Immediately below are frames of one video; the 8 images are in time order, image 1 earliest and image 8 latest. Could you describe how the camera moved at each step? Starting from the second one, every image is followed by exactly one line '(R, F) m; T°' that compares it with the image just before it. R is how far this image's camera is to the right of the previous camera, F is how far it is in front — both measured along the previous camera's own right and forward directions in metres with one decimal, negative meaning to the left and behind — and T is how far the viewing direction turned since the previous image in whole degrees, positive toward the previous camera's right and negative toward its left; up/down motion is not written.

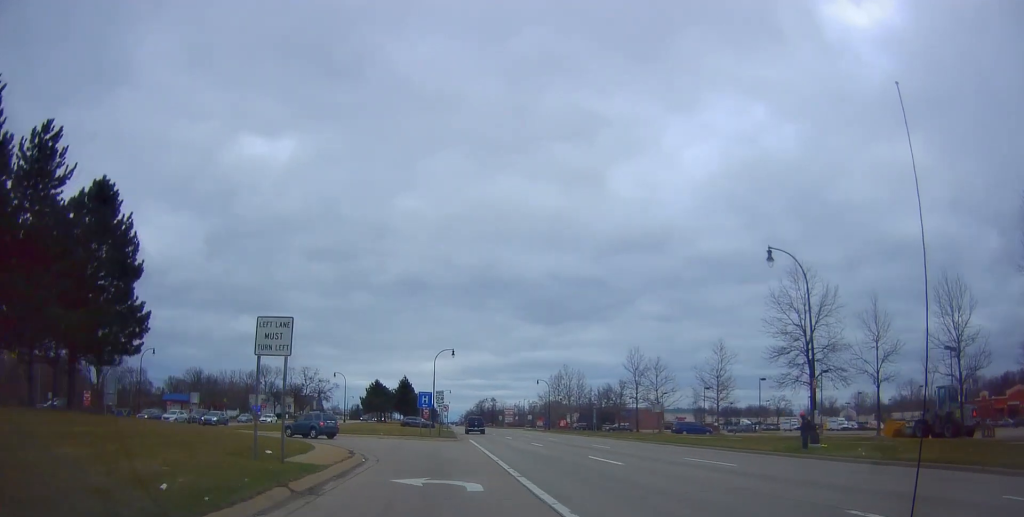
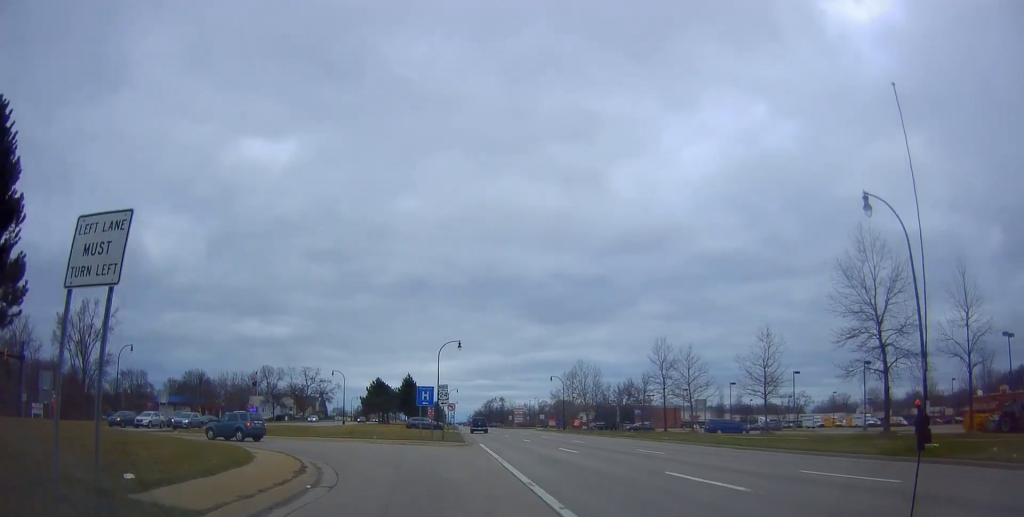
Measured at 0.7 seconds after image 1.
(+0.2, +7.8) m; +1°
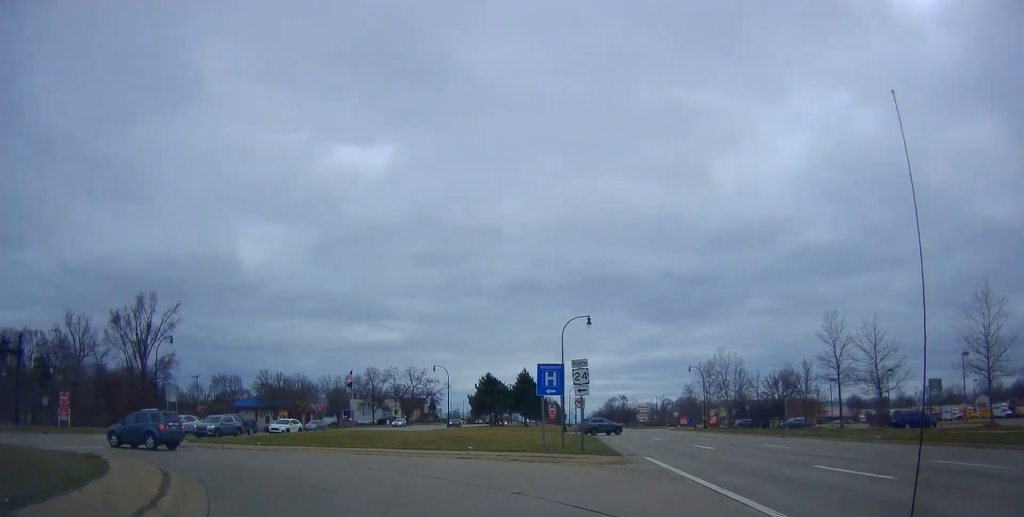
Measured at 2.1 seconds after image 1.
(0.0, +15.6) m; -6°
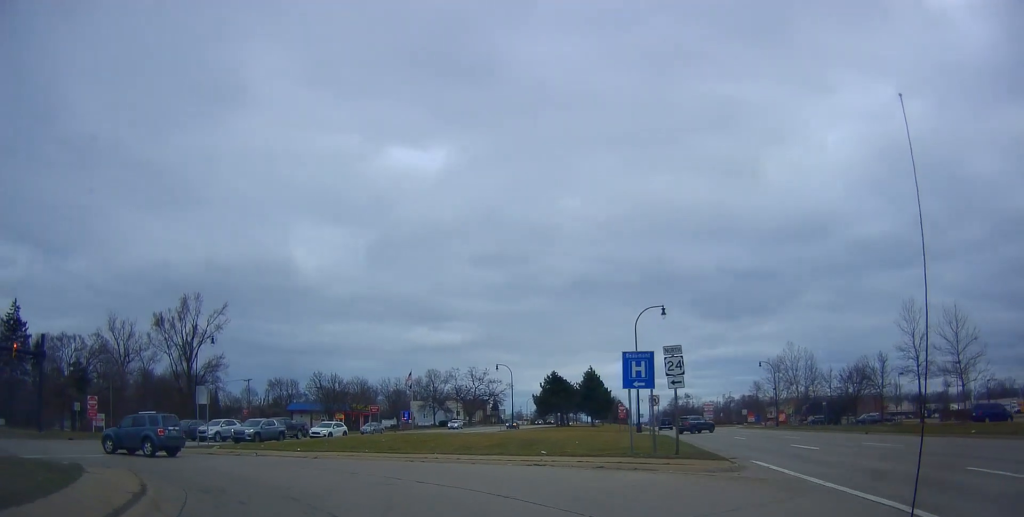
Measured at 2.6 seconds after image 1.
(-0.2, +4.4) m; -3°
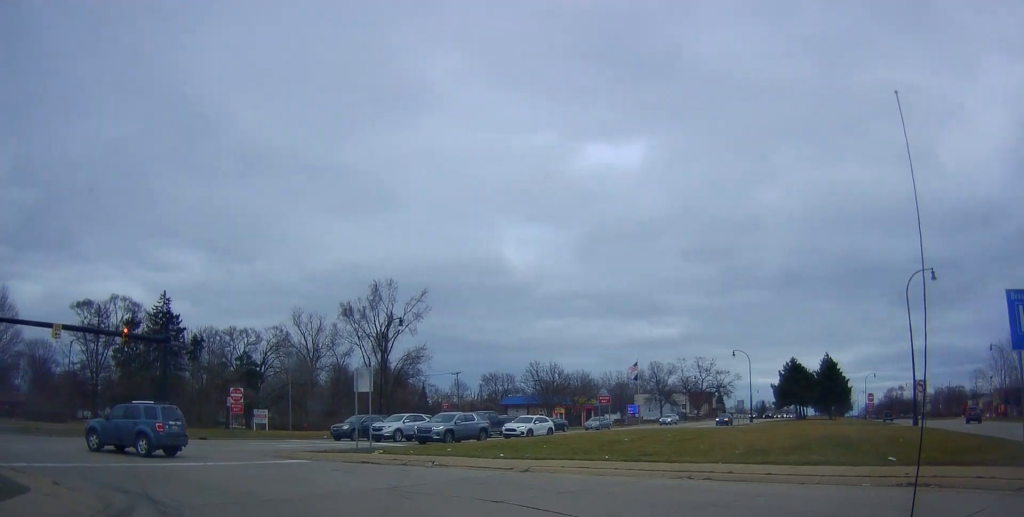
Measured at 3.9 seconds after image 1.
(-0.7, +12.0) m; -4°
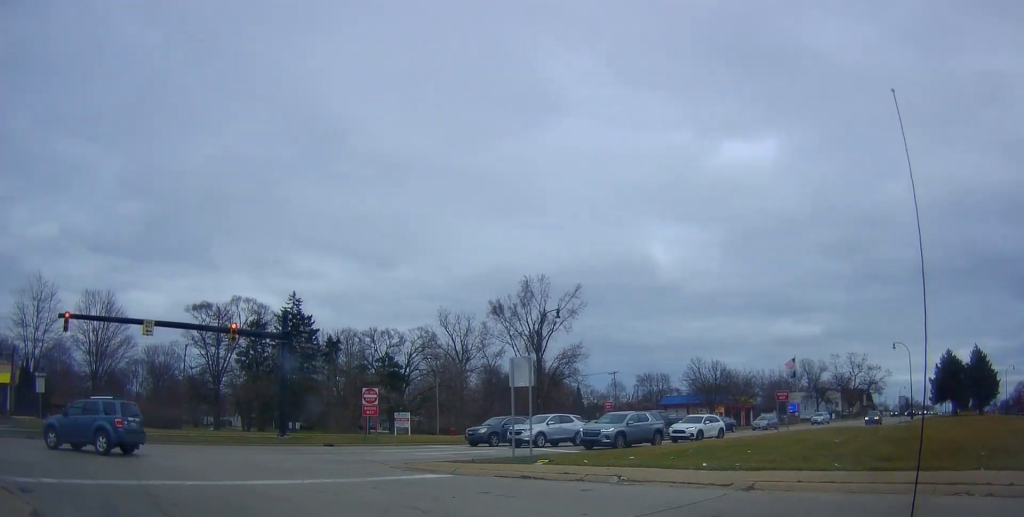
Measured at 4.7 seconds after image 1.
(-0.1, +6.4) m; -5°
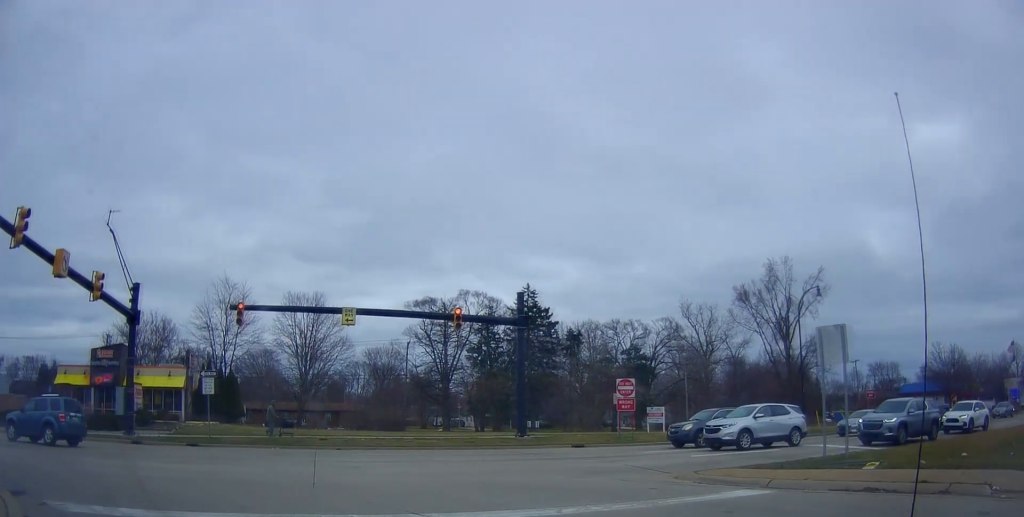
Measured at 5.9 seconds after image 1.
(-0.8, +6.7) m; -16°
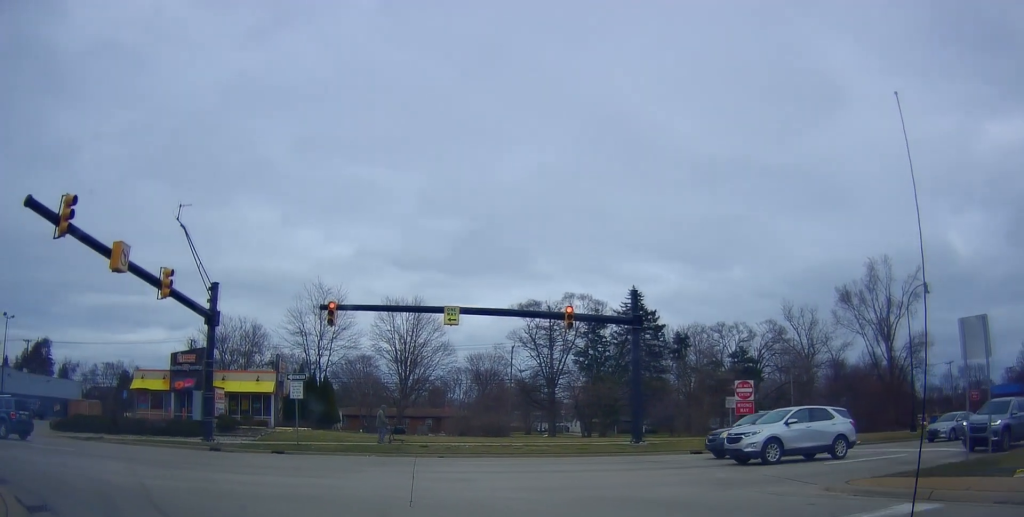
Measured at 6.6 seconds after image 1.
(-0.3, +3.2) m; -13°
